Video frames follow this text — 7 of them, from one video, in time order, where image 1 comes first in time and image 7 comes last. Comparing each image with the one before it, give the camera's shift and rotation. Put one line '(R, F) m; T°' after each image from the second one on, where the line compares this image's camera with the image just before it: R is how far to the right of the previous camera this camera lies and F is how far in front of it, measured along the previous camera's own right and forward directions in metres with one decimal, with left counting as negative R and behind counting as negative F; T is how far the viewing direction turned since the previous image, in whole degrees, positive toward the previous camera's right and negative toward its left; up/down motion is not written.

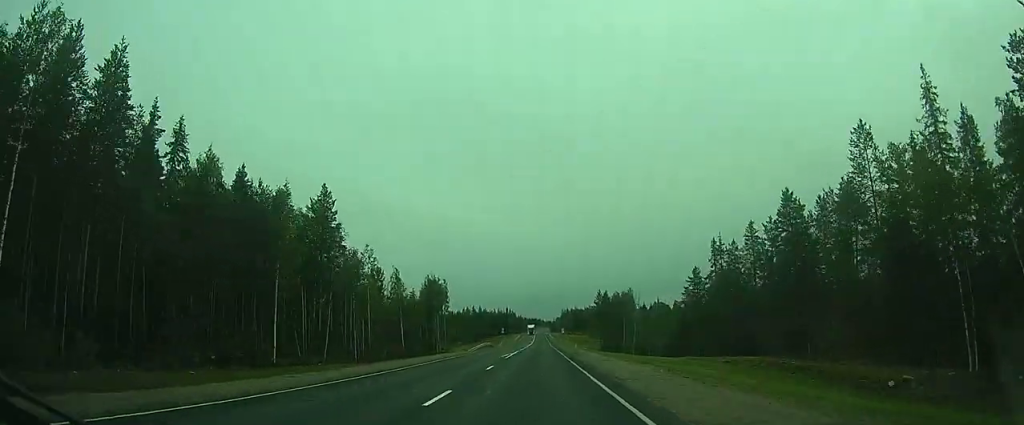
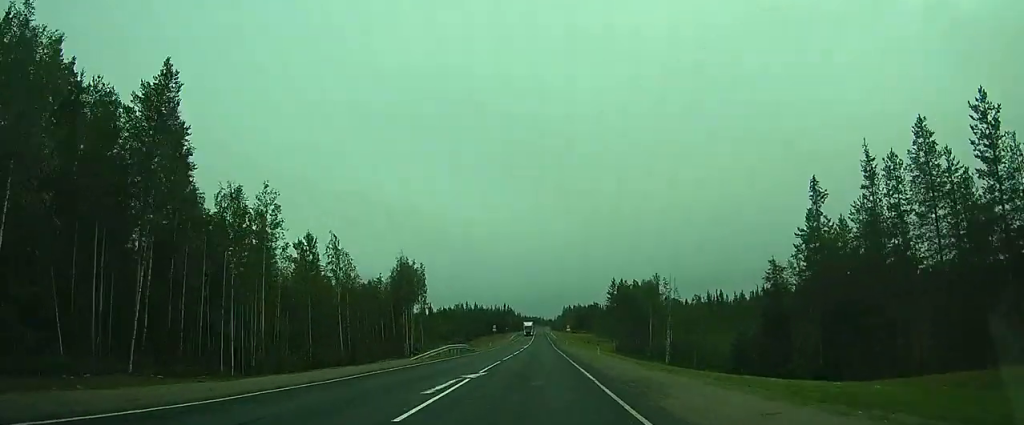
(-0.1, +24.8) m; 0°
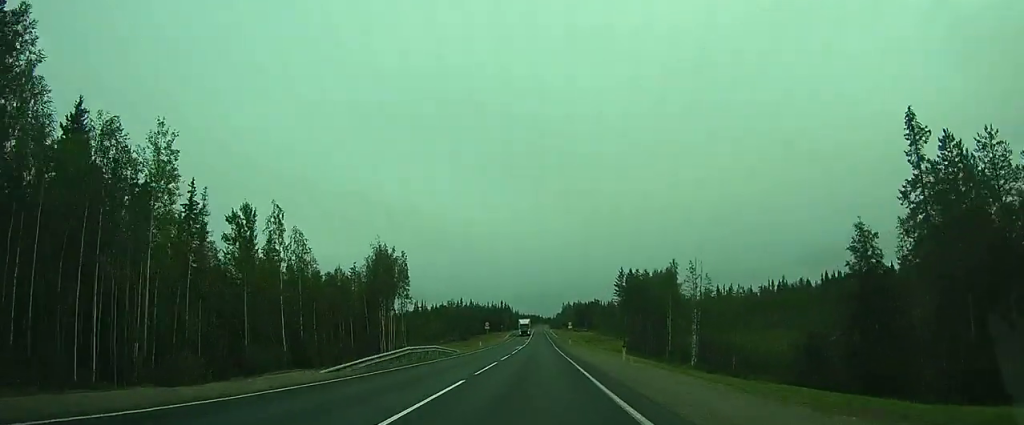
(0.0, +12.0) m; 0°
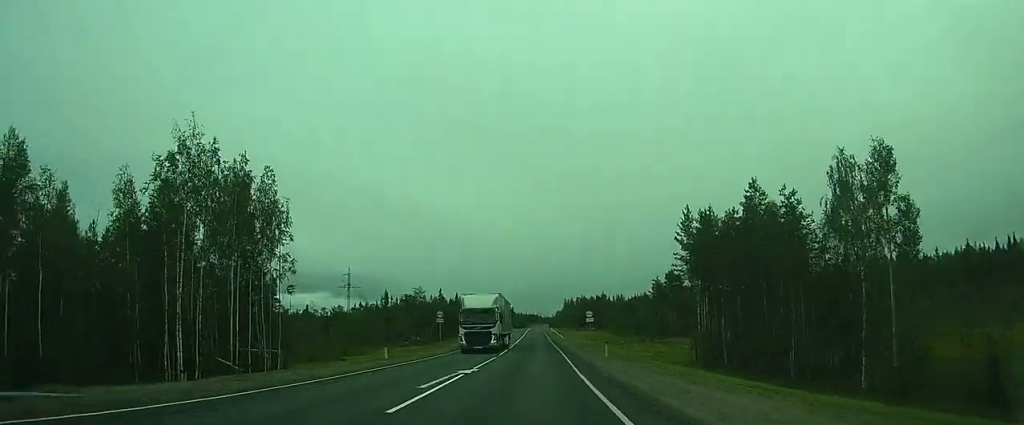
(-0.3, +39.2) m; -1°
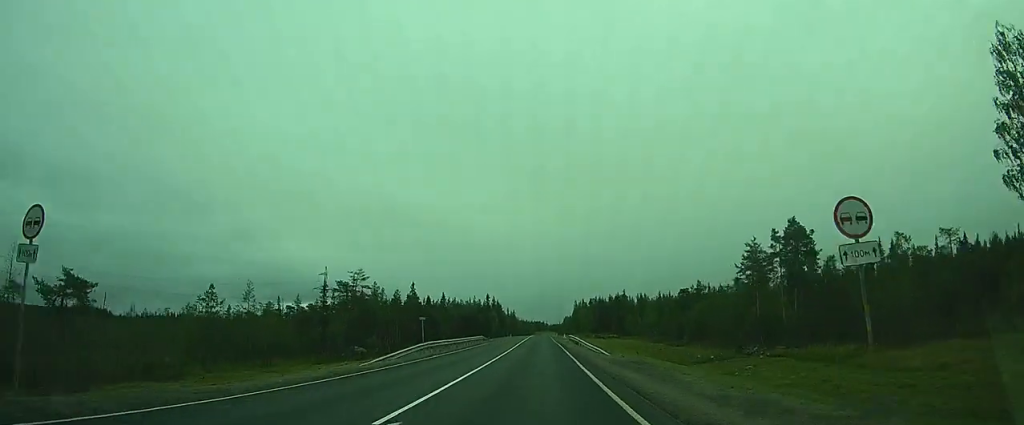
(+0.1, +43.5) m; 0°
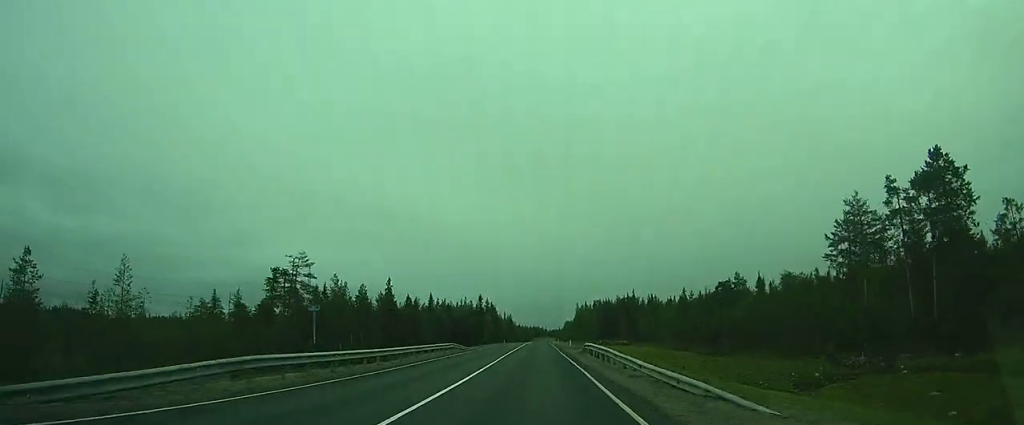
(0.0, +24.6) m; 0°
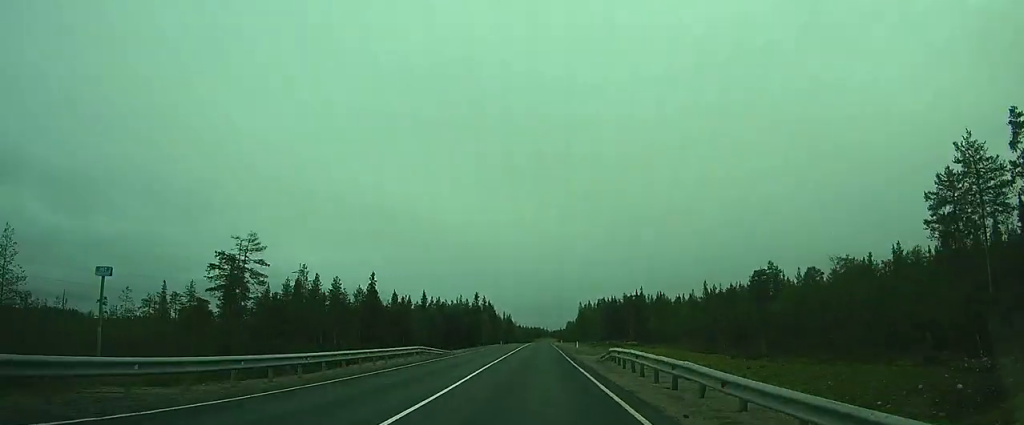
(0.0, +15.0) m; 0°
